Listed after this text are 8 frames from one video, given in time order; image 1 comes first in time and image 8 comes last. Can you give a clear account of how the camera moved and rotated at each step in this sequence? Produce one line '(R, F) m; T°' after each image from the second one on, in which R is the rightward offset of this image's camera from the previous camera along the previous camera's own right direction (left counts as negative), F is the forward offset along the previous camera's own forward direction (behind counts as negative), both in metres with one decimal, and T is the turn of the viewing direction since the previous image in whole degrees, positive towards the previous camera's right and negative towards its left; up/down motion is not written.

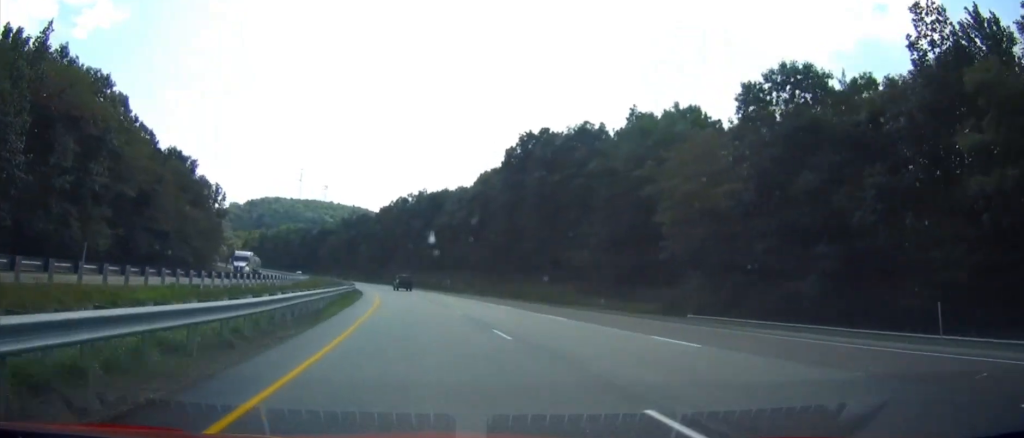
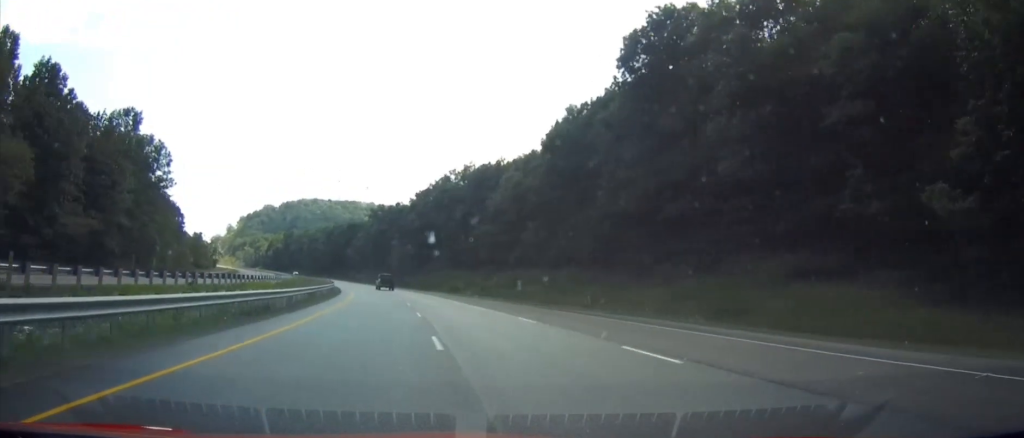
(-1.3, +50.7) m; -4°
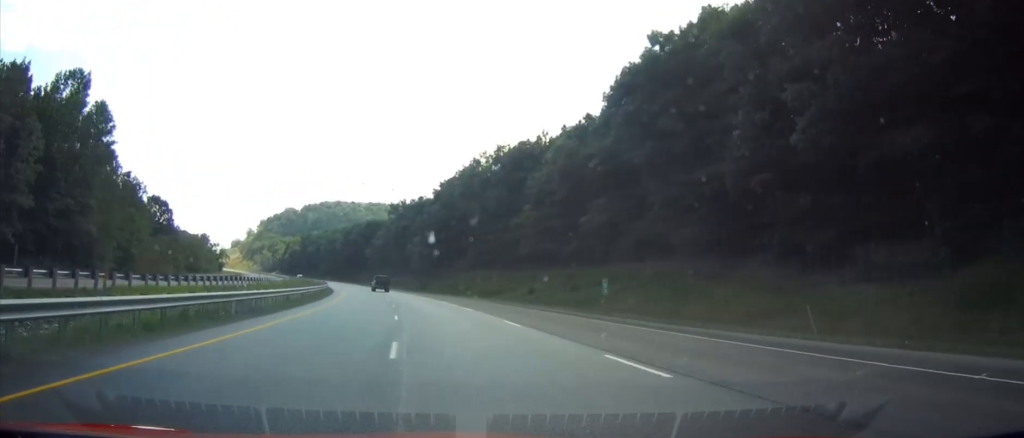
(-0.6, +25.4) m; -3°
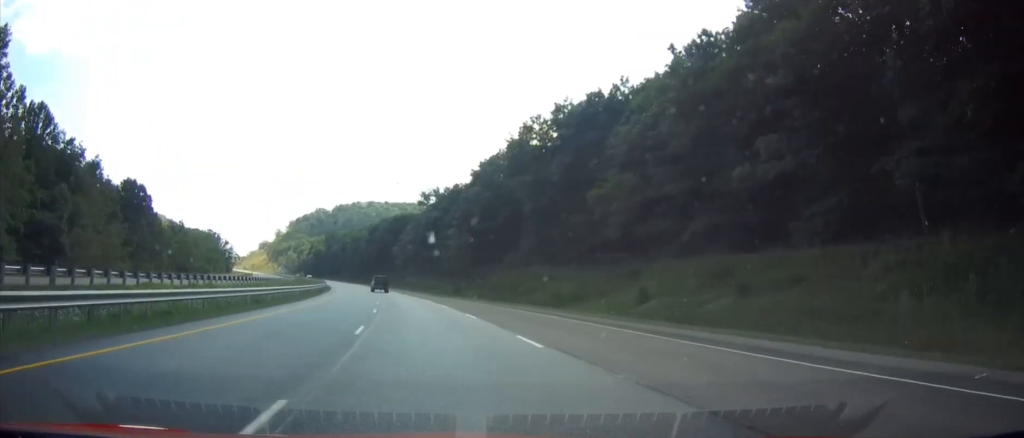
(-1.1, +31.3) m; -3°
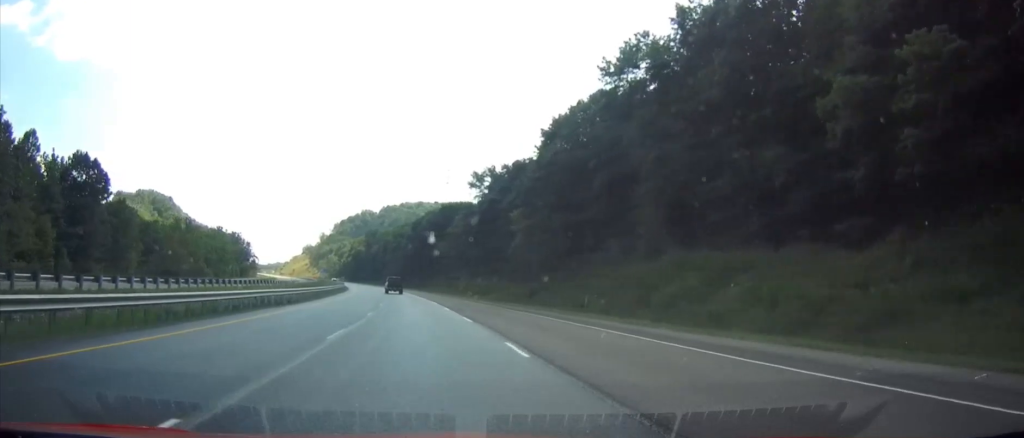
(-0.4, +37.2) m; -8°
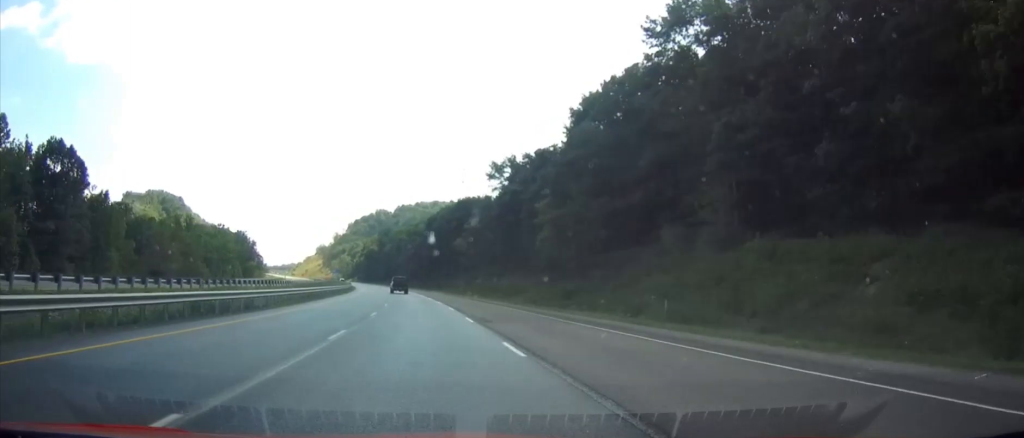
(-1.5, +11.6) m; -3°
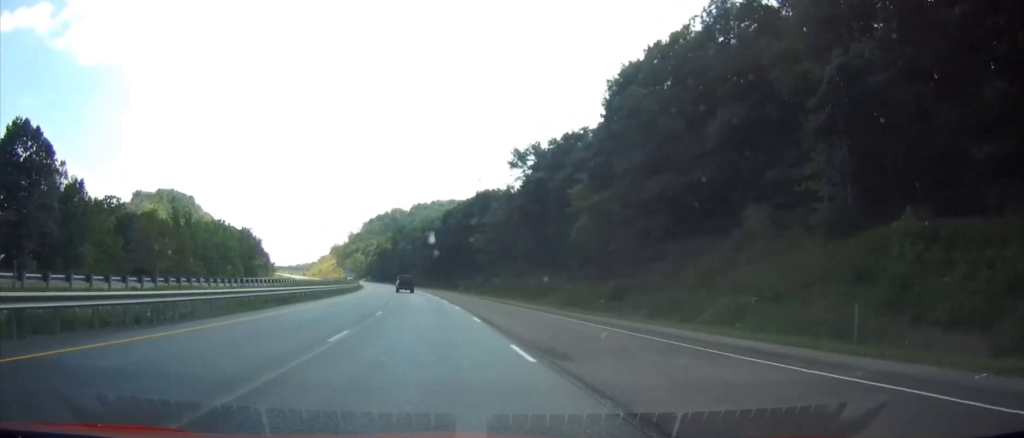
(-1.0, +12.7) m; -3°
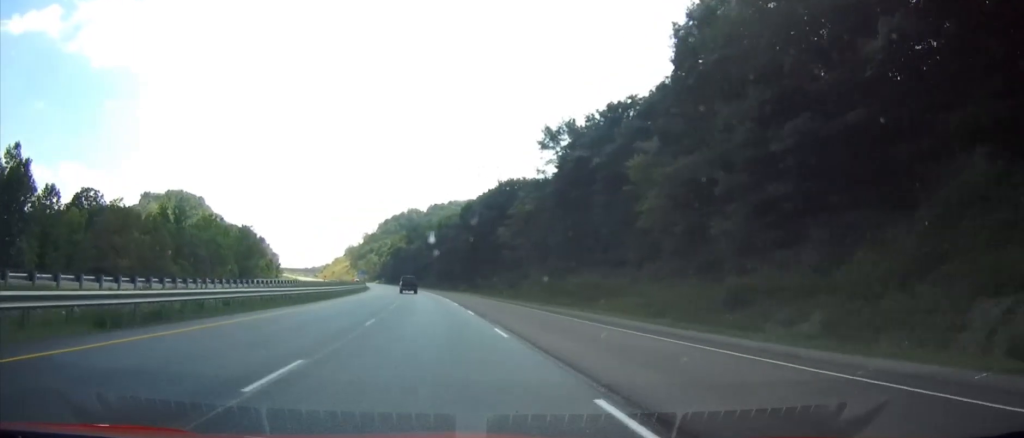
(-0.4, +18.6) m; -1°
